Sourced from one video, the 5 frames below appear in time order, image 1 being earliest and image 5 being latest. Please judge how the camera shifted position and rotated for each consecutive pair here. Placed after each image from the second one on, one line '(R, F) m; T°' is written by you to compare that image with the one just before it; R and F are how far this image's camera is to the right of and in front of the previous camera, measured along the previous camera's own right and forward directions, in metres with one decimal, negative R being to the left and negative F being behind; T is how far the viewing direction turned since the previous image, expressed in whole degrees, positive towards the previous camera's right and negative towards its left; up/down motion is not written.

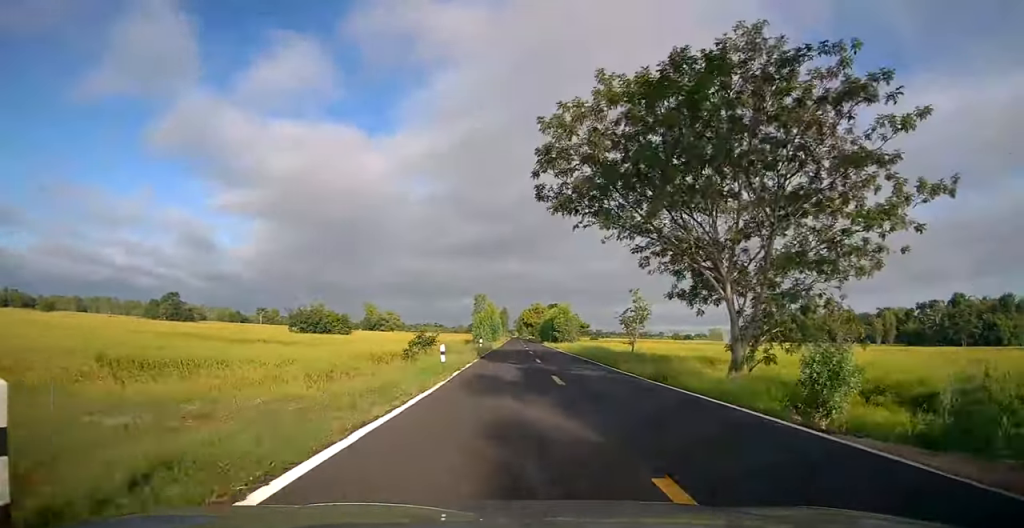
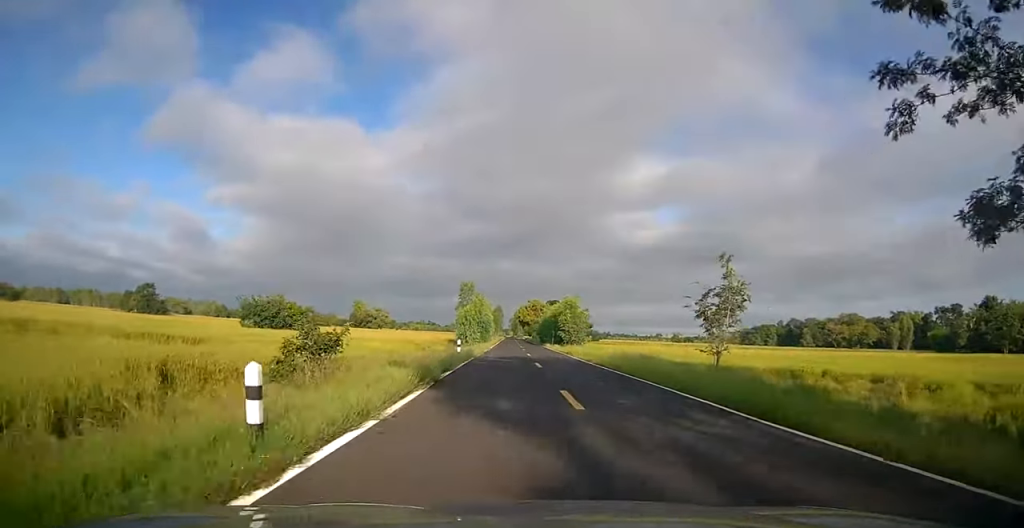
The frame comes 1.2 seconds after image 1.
(-0.1, +16.1) m; 0°
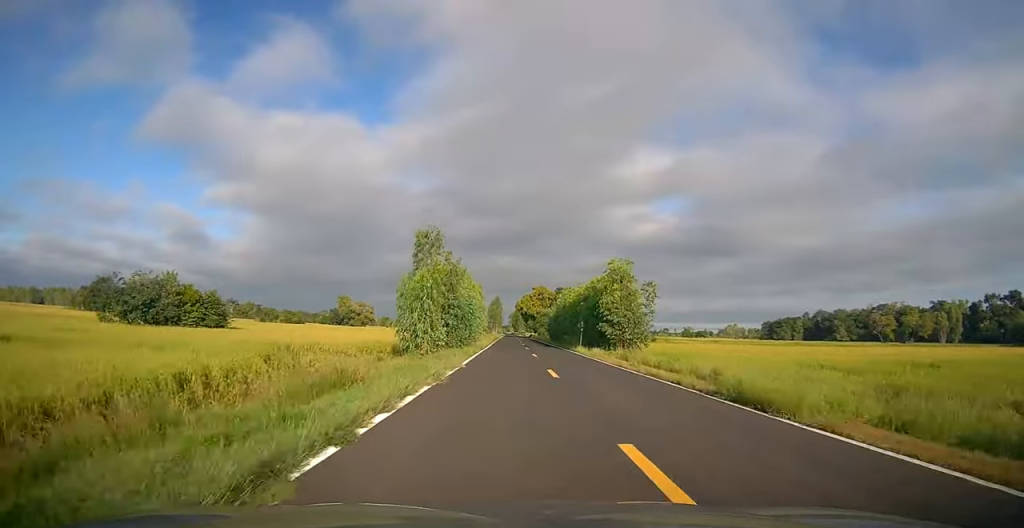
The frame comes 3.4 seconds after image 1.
(+0.6, +30.2) m; +3°
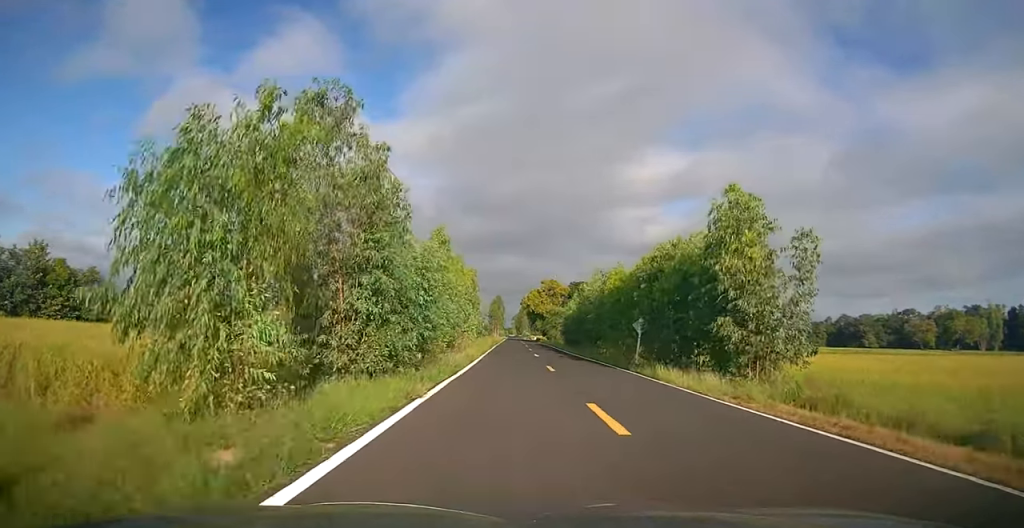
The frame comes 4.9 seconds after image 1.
(0.0, +19.7) m; -2°
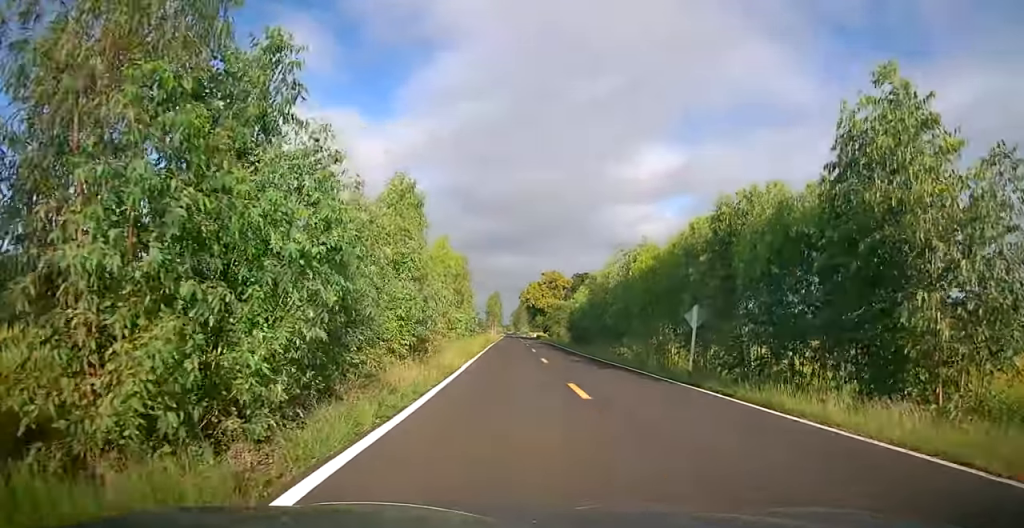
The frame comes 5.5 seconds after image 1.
(-0.2, +8.5) m; -1°
